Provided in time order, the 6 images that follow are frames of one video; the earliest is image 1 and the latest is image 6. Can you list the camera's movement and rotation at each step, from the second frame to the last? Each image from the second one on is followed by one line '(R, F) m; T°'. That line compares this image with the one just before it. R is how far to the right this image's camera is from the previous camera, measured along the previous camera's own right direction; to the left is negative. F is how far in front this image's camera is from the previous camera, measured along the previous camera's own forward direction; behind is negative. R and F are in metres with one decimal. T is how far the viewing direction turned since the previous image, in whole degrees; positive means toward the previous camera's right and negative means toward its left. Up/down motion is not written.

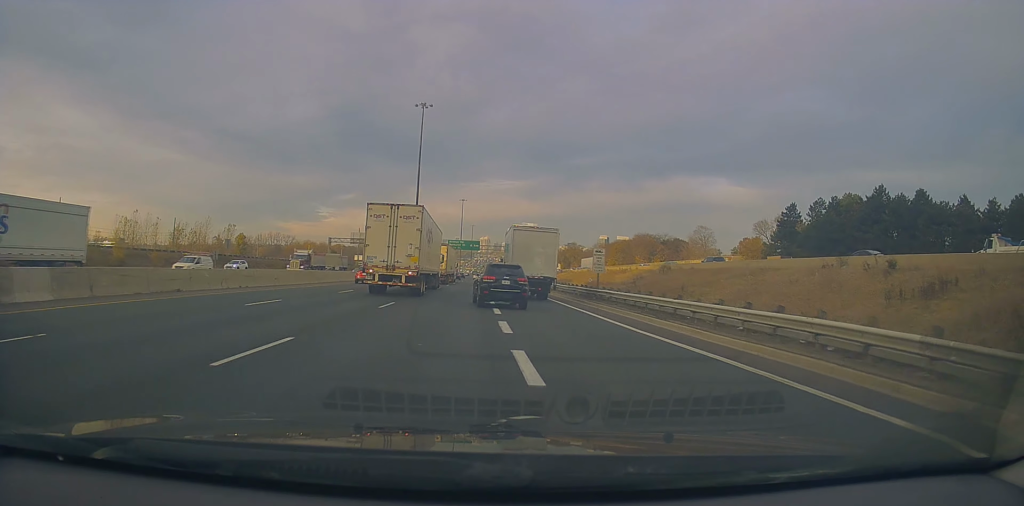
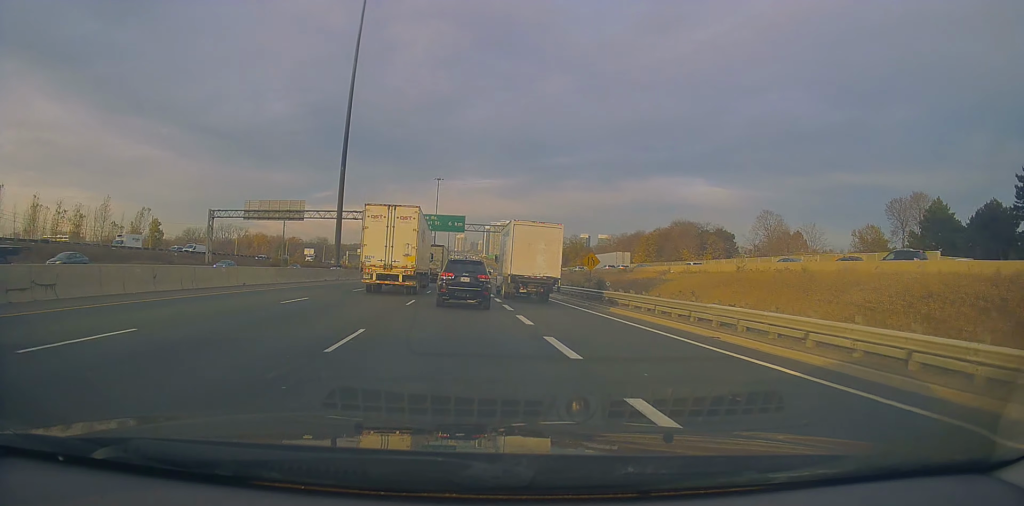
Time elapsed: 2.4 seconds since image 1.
(+0.6, +57.5) m; +3°
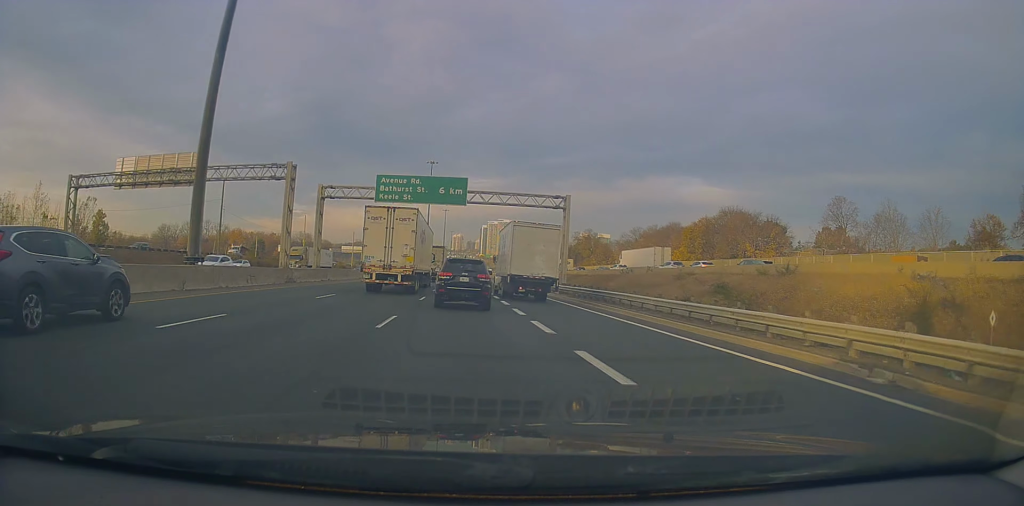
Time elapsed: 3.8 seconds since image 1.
(+0.5, +32.3) m; +1°
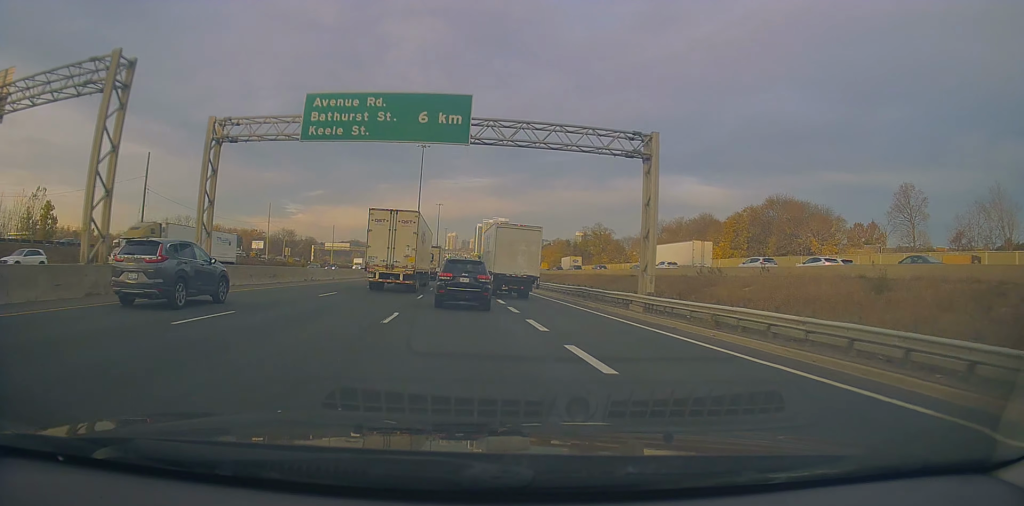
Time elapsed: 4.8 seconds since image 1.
(-0.3, +24.1) m; -1°
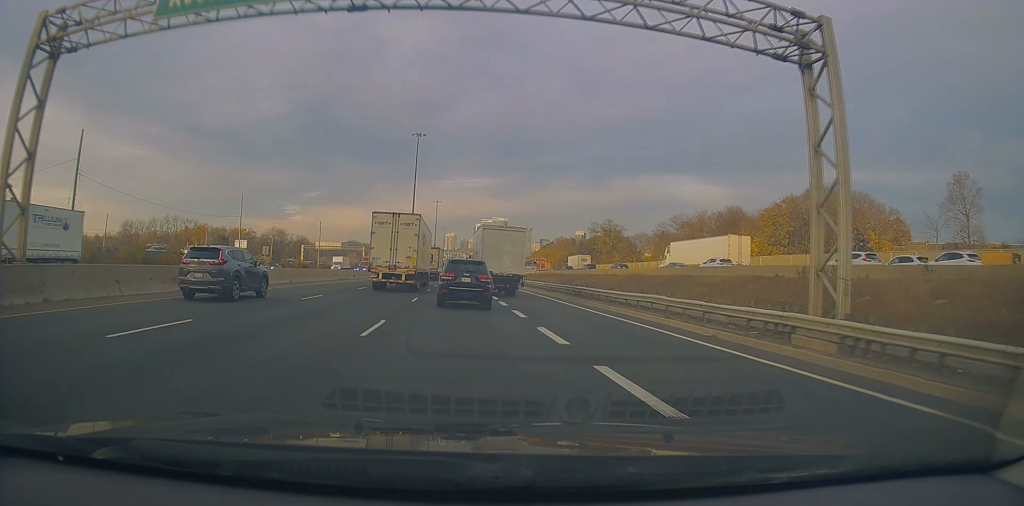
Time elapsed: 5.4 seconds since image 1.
(-0.1, +14.4) m; 0°
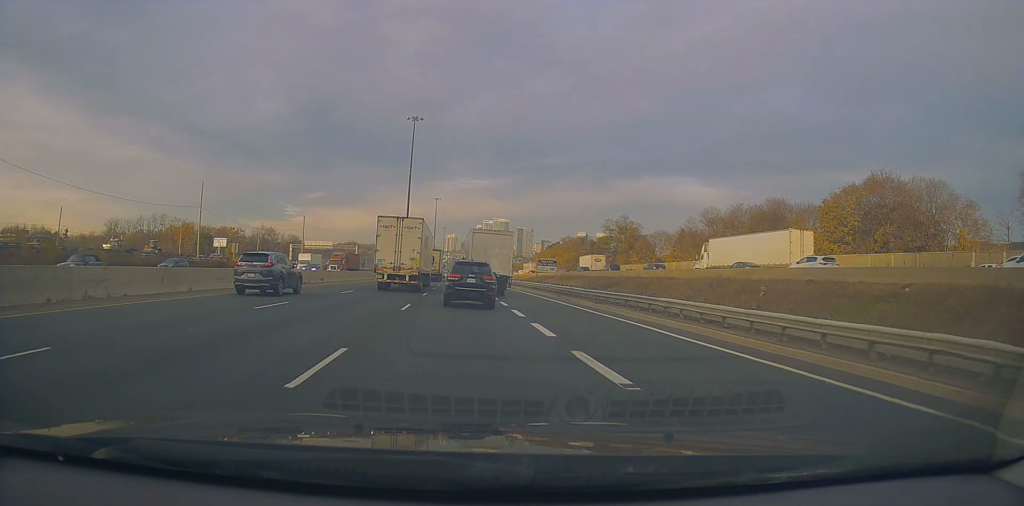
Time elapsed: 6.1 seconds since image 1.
(-0.1, +16.2) m; +1°
